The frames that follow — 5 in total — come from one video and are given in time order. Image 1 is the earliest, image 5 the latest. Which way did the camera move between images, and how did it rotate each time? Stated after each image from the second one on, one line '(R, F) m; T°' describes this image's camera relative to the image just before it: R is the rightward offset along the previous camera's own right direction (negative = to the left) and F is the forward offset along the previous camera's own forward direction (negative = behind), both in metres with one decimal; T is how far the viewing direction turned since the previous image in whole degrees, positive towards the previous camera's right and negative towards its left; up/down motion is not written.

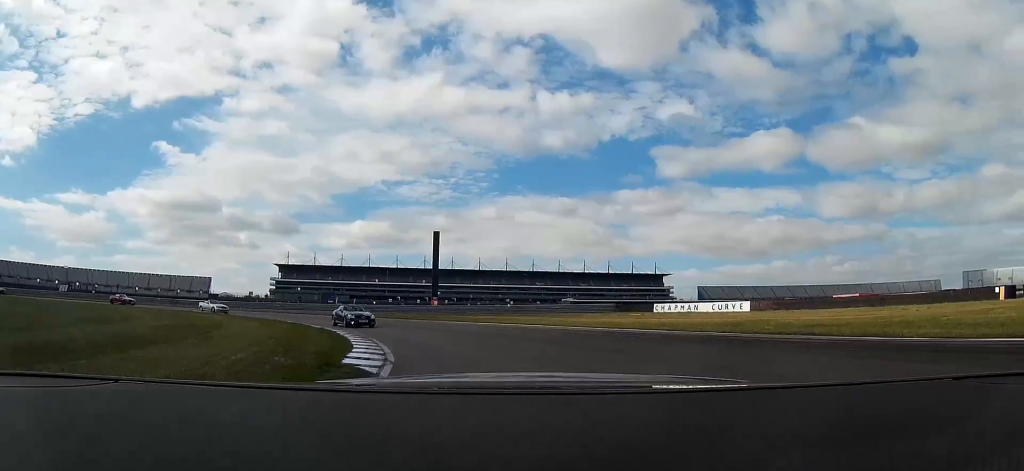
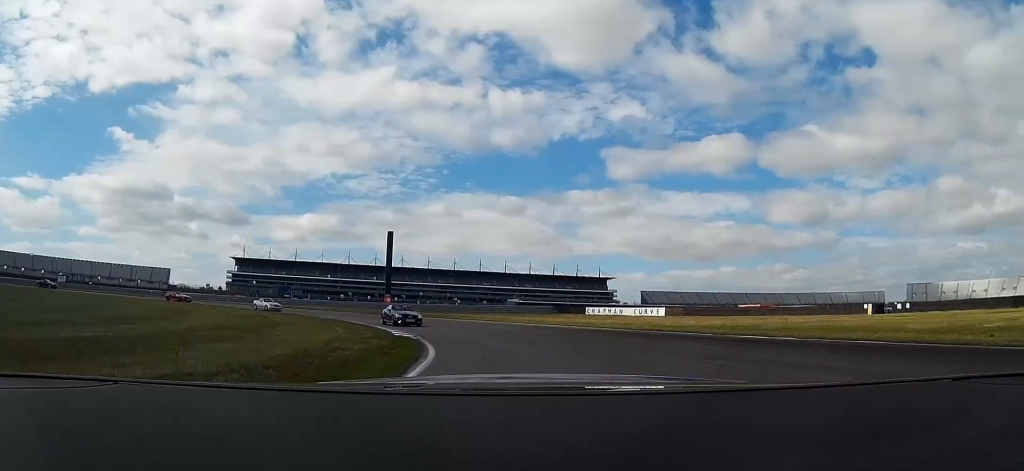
(+0.5, +12.8) m; +4°
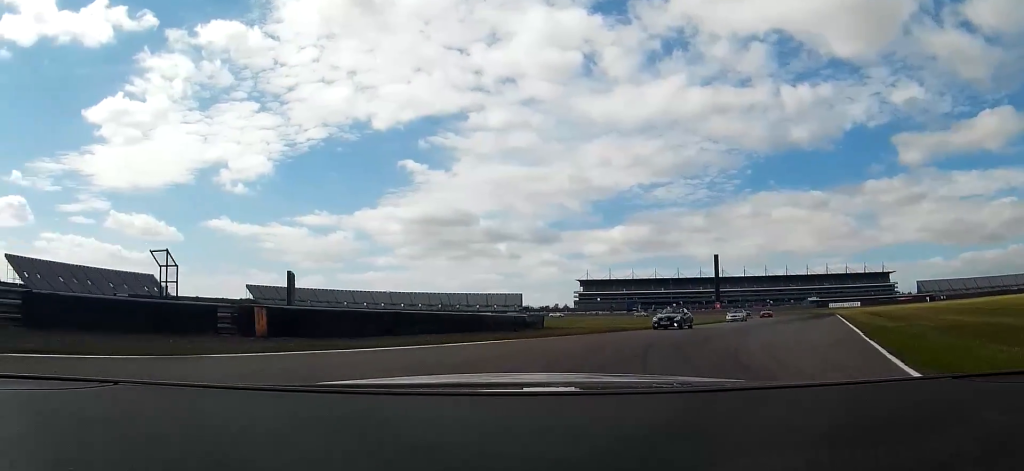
(-4.4, +83.8) m; -25°
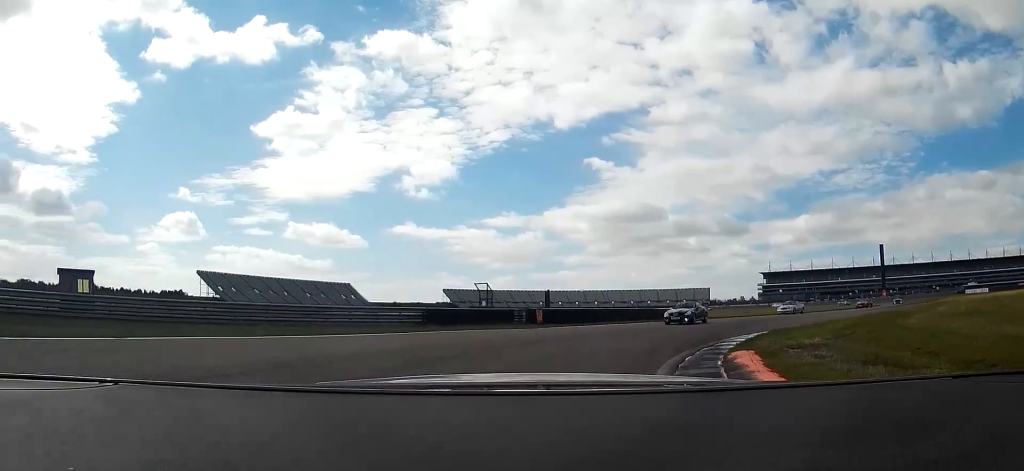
(-3.8, +23.2) m; -18°
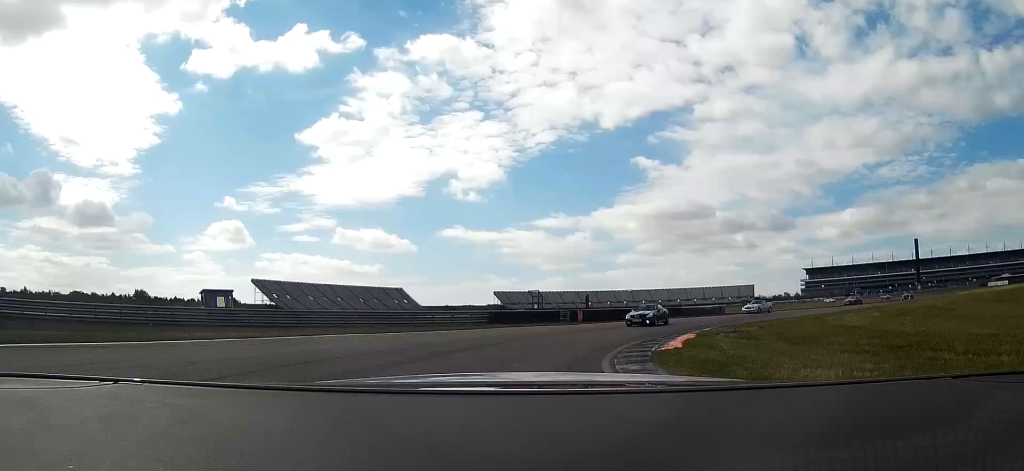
(-1.5, +12.2) m; -7°
